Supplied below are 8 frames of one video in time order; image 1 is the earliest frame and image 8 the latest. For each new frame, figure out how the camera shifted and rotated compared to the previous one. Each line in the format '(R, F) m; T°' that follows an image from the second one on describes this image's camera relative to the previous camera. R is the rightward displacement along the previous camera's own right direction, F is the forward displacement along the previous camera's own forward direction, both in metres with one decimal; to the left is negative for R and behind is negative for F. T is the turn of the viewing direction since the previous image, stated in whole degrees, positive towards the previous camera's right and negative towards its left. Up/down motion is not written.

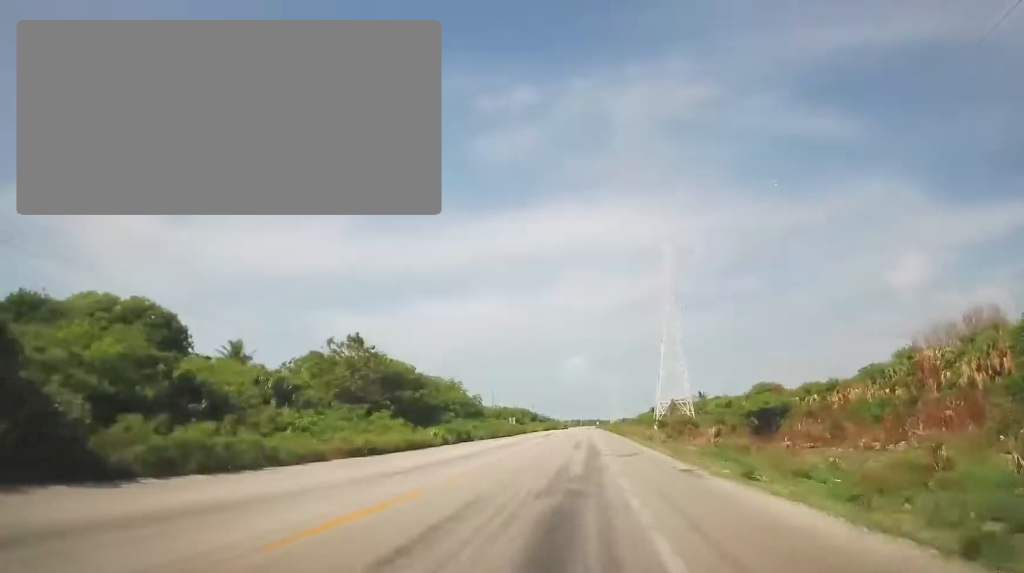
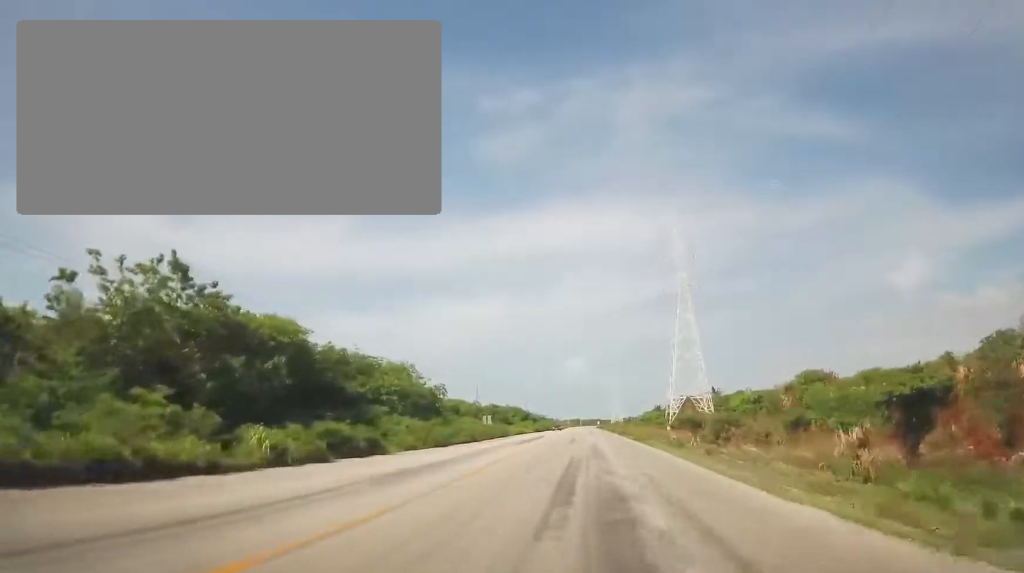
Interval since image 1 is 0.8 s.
(0.0, +22.0) m; 0°
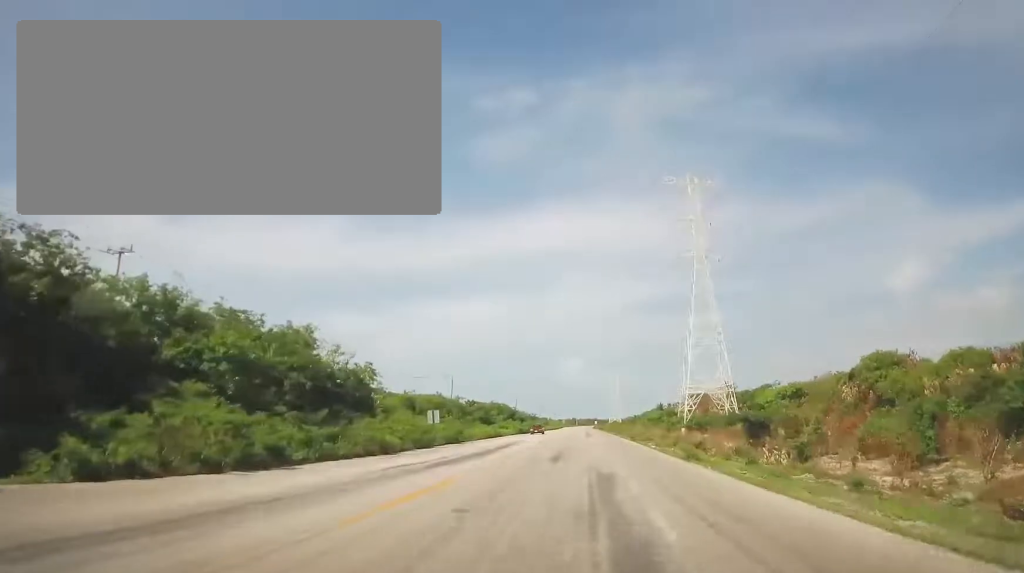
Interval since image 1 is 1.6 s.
(0.0, +21.5) m; +1°
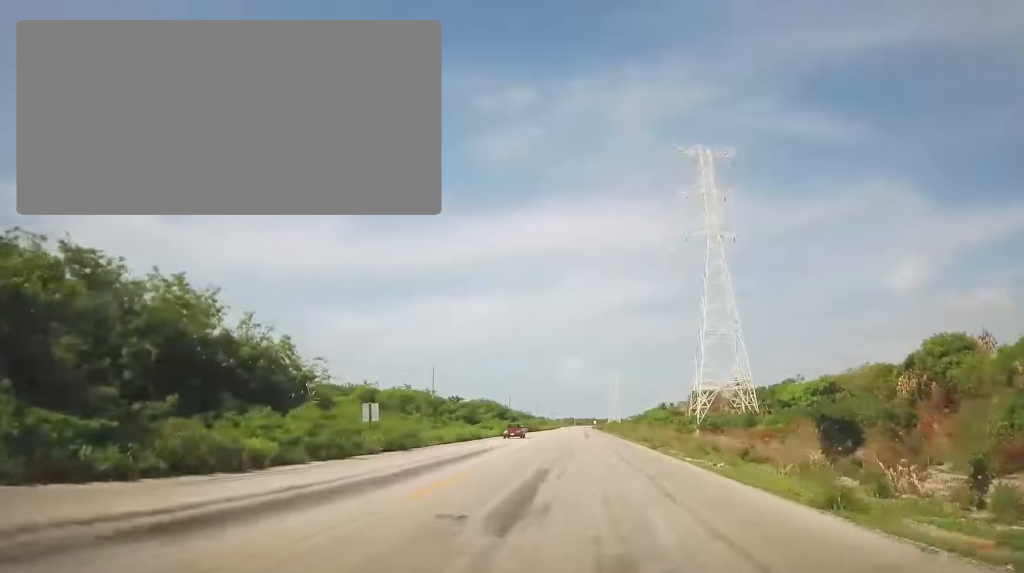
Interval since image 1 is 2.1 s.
(+0.1, +12.5) m; +1°
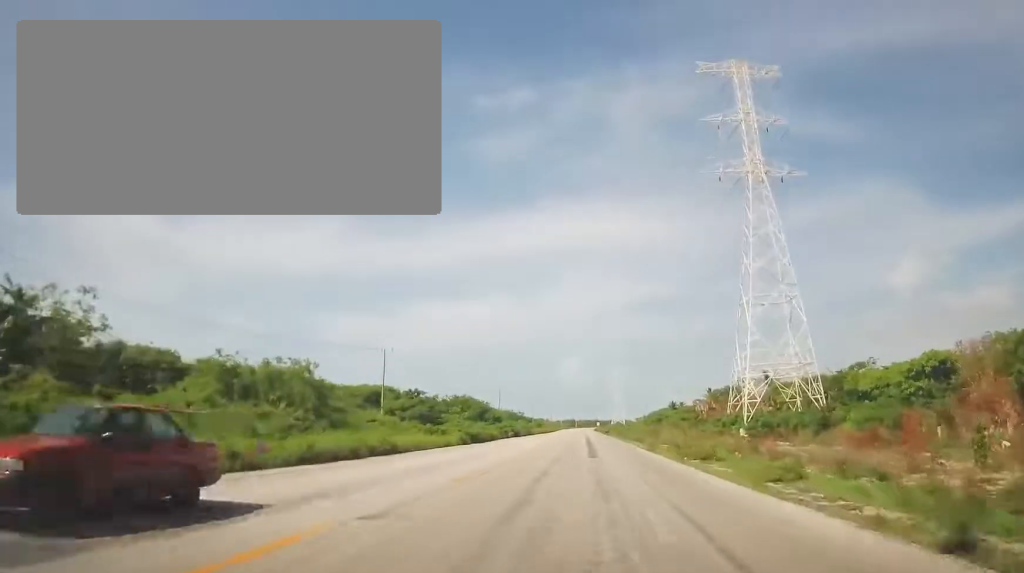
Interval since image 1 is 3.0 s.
(+0.3, +24.5) m; +1°
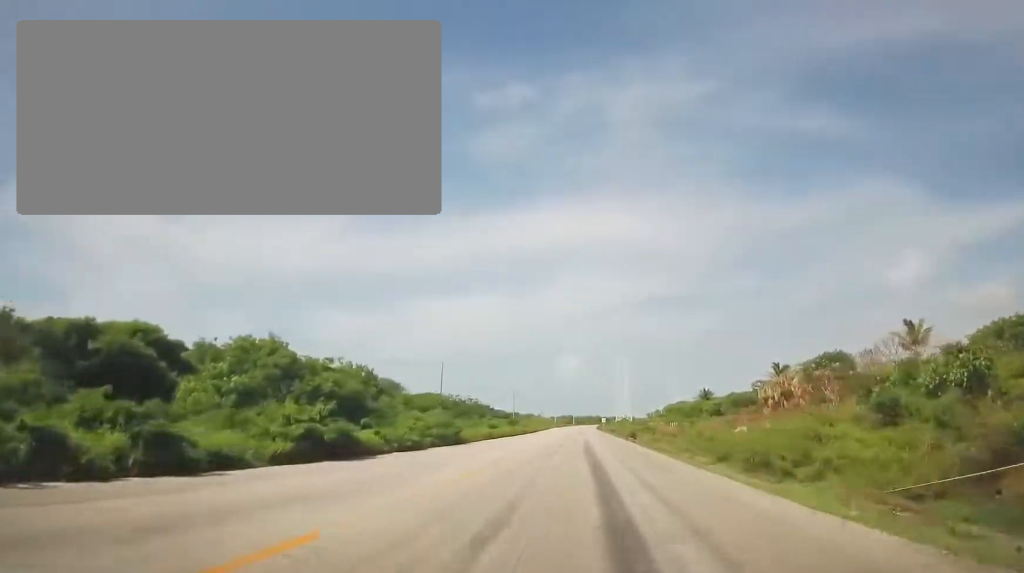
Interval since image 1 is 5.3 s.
(-0.1, +60.1) m; -1°
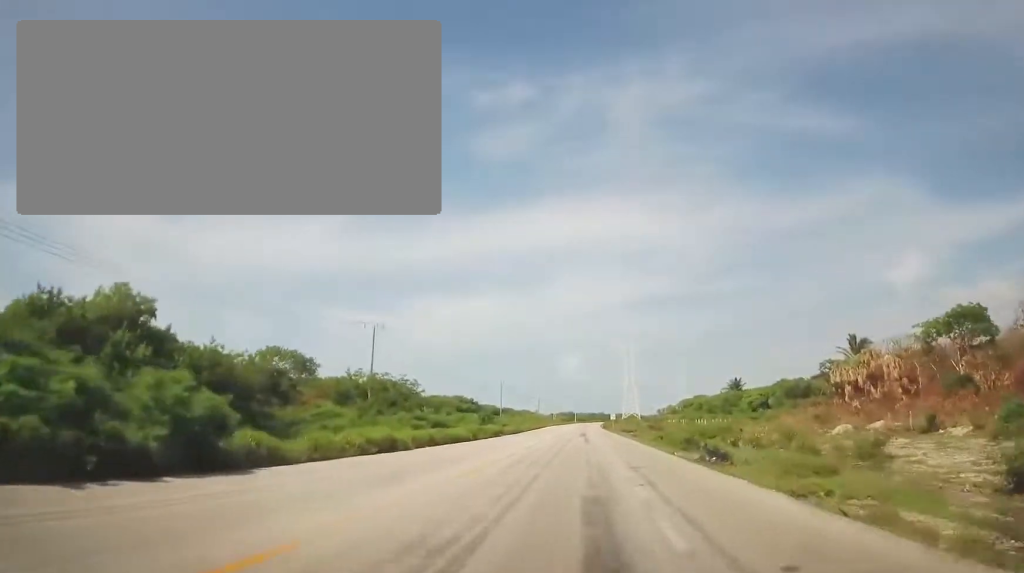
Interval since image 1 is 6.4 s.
(-0.1, +30.7) m; -2°
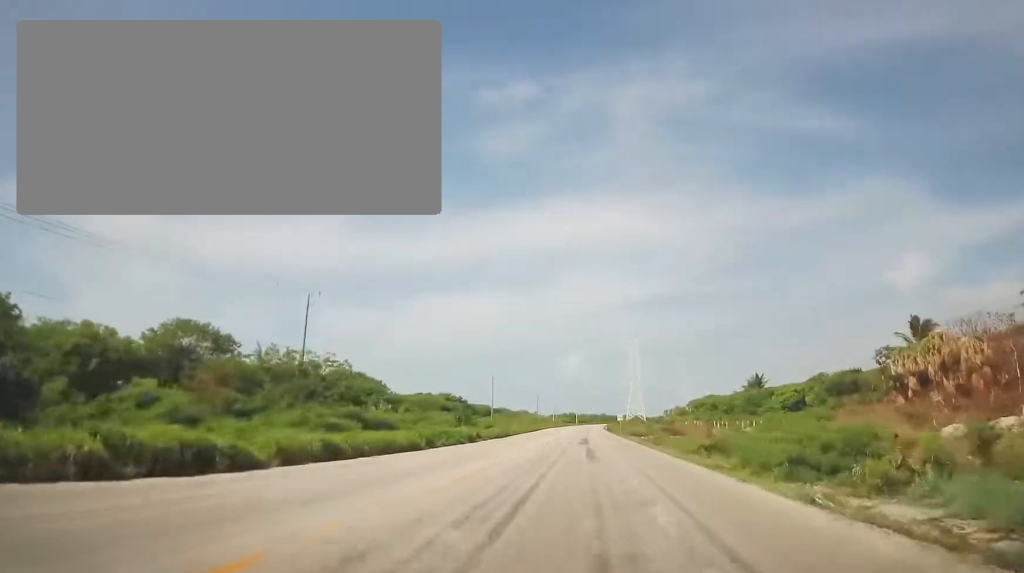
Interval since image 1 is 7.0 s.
(-0.4, +15.3) m; 0°
